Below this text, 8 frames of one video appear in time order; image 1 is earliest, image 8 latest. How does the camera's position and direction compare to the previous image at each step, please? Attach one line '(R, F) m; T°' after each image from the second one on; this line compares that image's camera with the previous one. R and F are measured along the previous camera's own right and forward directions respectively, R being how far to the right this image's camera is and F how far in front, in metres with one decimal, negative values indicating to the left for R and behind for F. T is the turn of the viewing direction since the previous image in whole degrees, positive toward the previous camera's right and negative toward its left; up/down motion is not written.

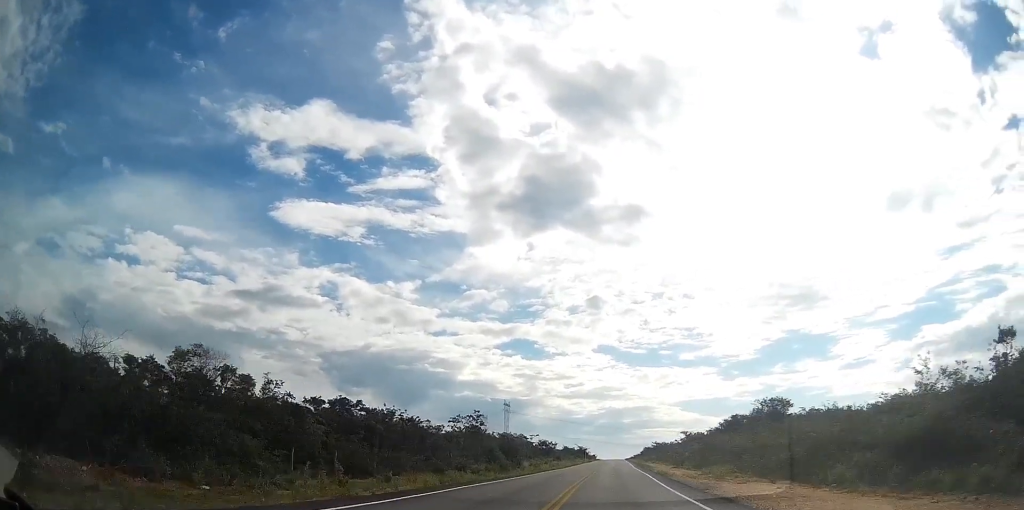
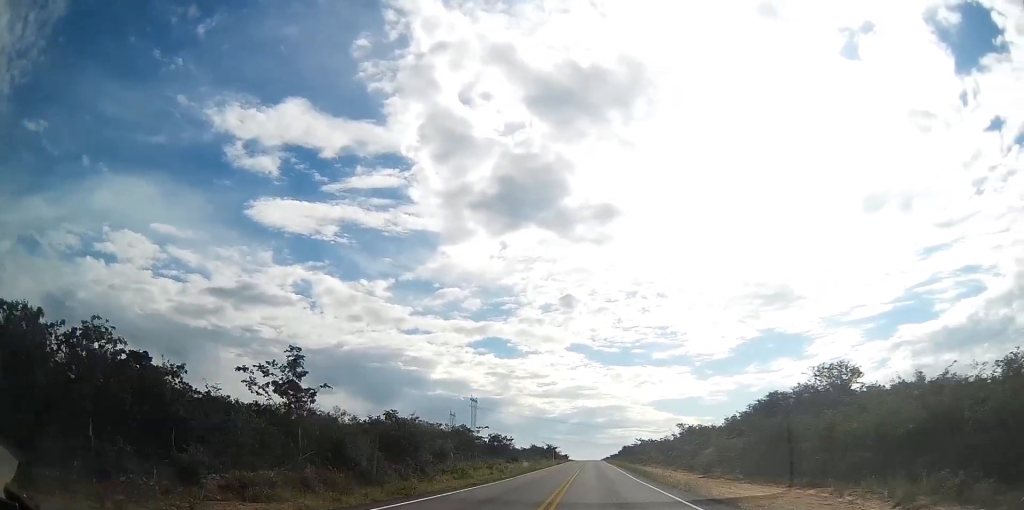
(+0.7, +30.2) m; +3°
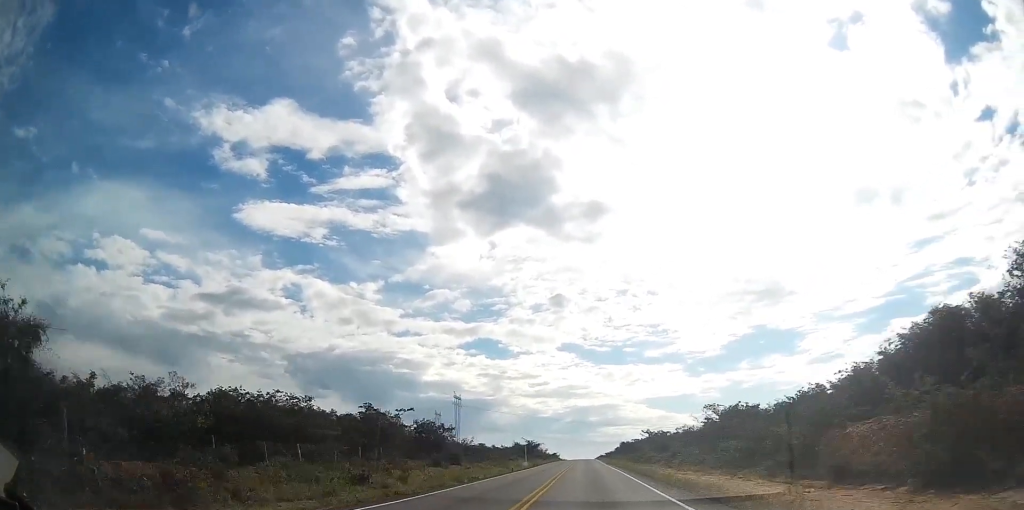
(+1.1, +33.2) m; +3°
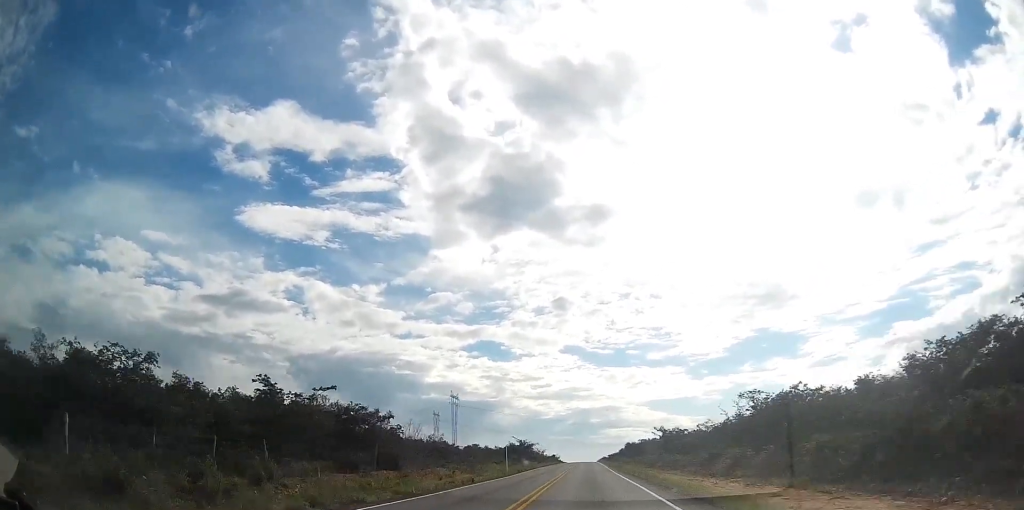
(+0.3, +15.9) m; 0°
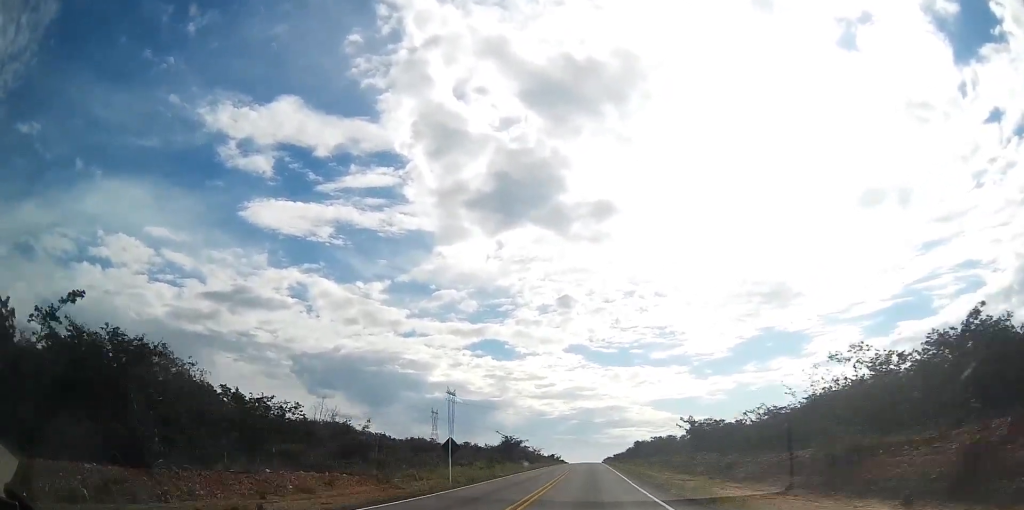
(+0.2, +21.7) m; 0°
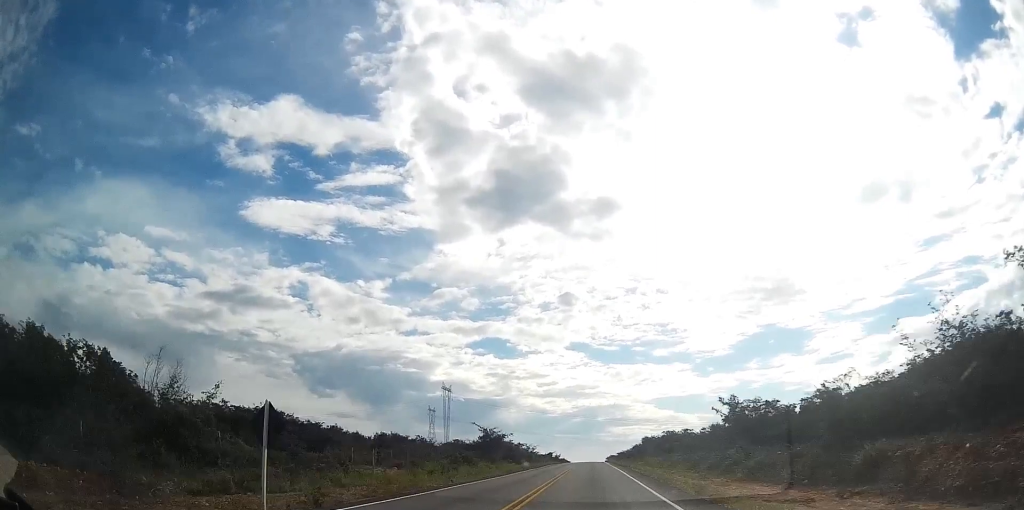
(-0.1, +17.5) m; 0°
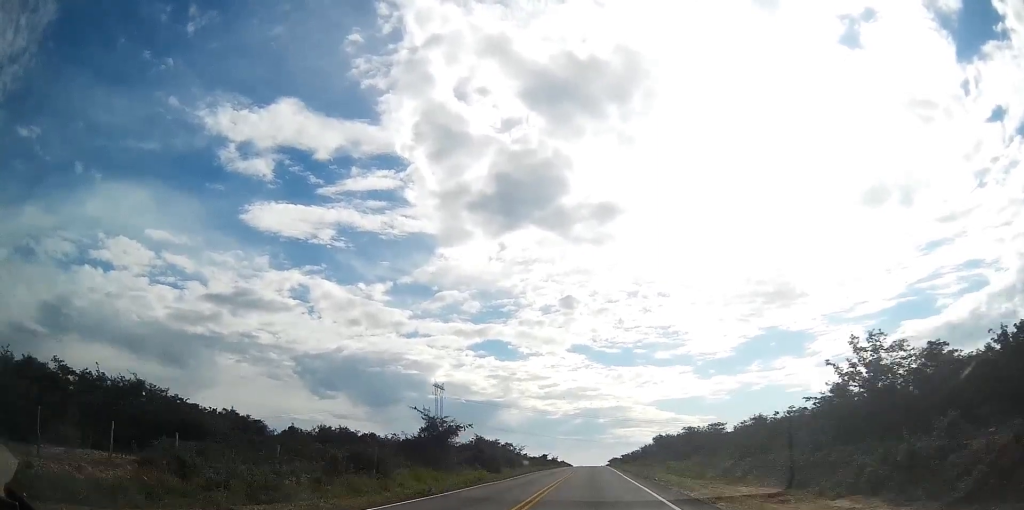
(-0.1, +23.3) m; 0°
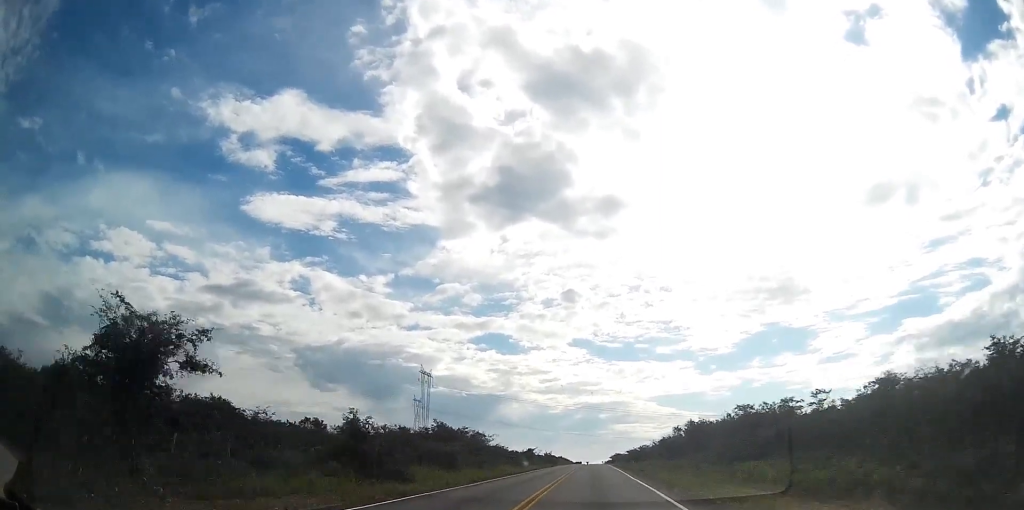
(0.0, +32.2) m; 0°
